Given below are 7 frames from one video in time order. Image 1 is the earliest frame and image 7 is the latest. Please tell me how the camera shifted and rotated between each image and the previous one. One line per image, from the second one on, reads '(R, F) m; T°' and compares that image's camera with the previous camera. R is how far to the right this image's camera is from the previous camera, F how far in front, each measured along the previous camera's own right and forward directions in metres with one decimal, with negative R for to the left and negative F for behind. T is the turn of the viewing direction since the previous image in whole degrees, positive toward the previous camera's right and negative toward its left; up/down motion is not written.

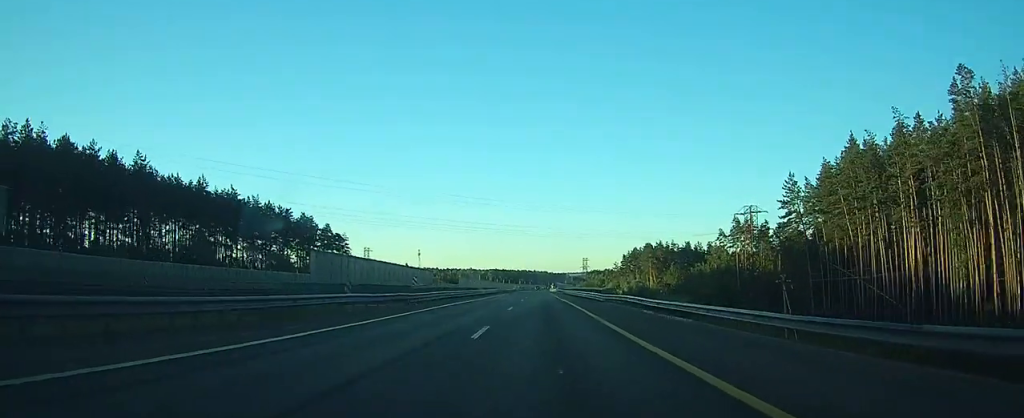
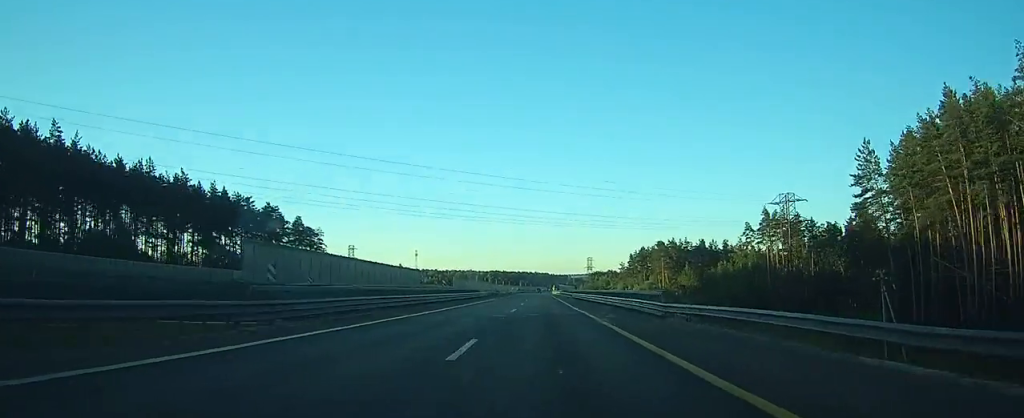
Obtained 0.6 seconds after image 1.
(0.0, +20.0) m; 0°
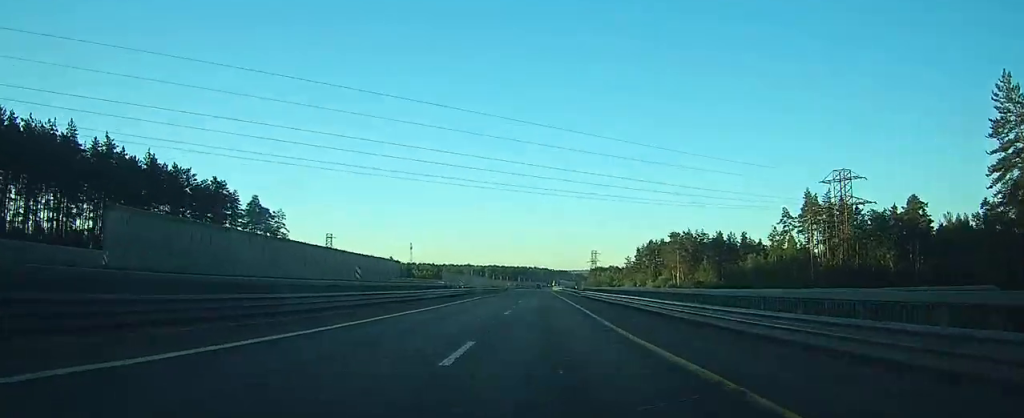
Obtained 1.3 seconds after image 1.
(0.0, +22.2) m; 0°
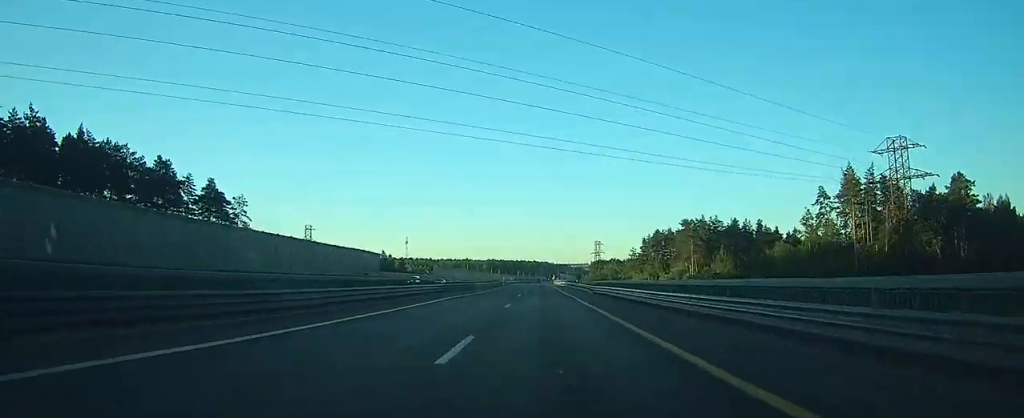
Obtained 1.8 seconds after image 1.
(0.0, +16.7) m; 0°
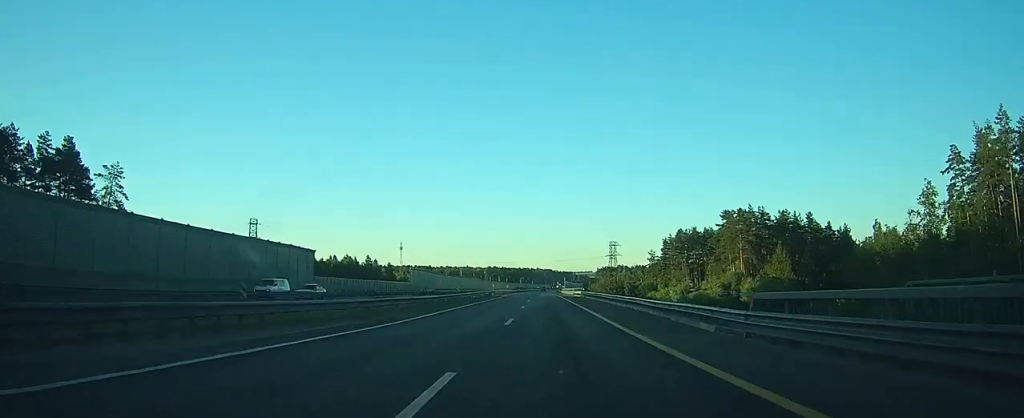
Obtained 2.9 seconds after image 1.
(+0.1, +36.4) m; 0°
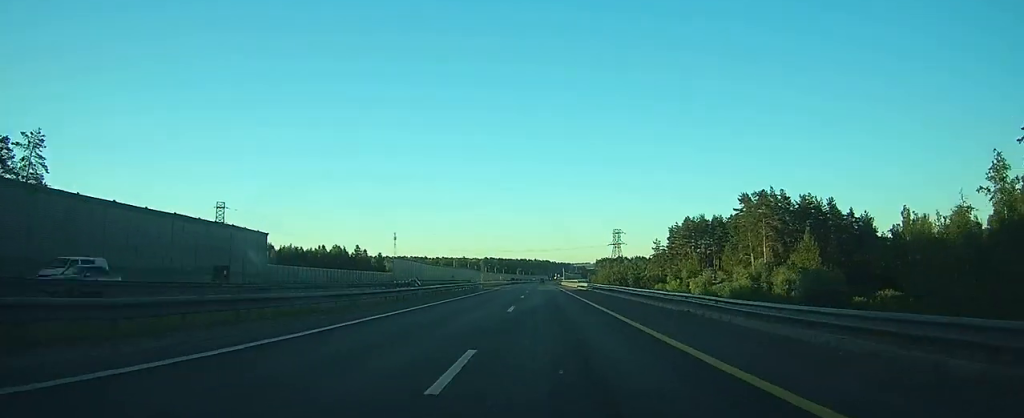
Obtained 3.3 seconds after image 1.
(0.0, +14.2) m; 0°
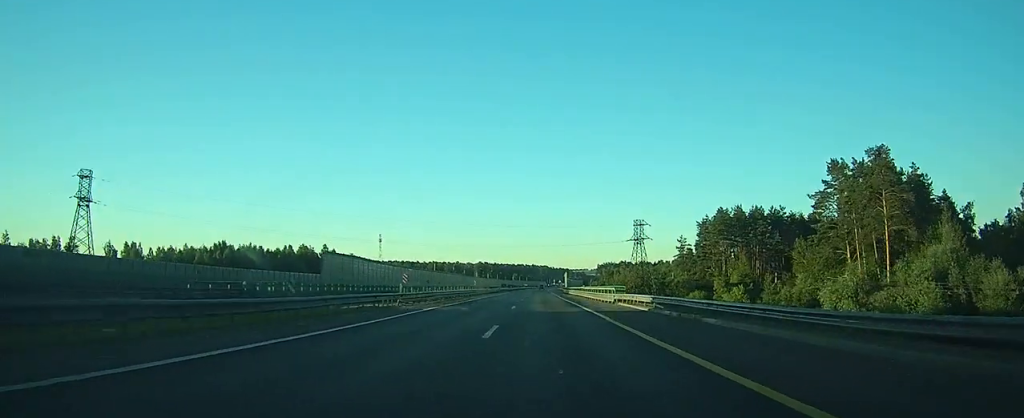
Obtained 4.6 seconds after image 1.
(-0.1, +41.3) m; 0°
